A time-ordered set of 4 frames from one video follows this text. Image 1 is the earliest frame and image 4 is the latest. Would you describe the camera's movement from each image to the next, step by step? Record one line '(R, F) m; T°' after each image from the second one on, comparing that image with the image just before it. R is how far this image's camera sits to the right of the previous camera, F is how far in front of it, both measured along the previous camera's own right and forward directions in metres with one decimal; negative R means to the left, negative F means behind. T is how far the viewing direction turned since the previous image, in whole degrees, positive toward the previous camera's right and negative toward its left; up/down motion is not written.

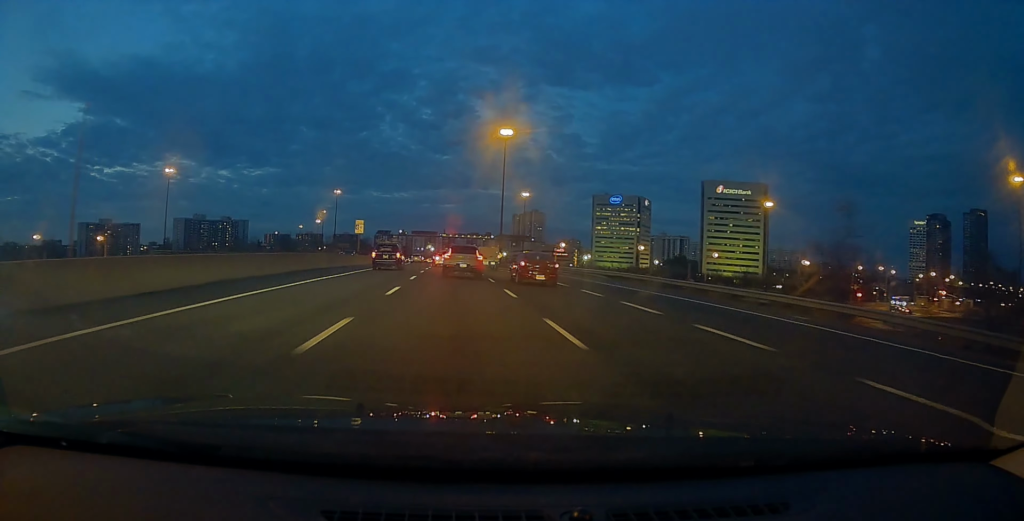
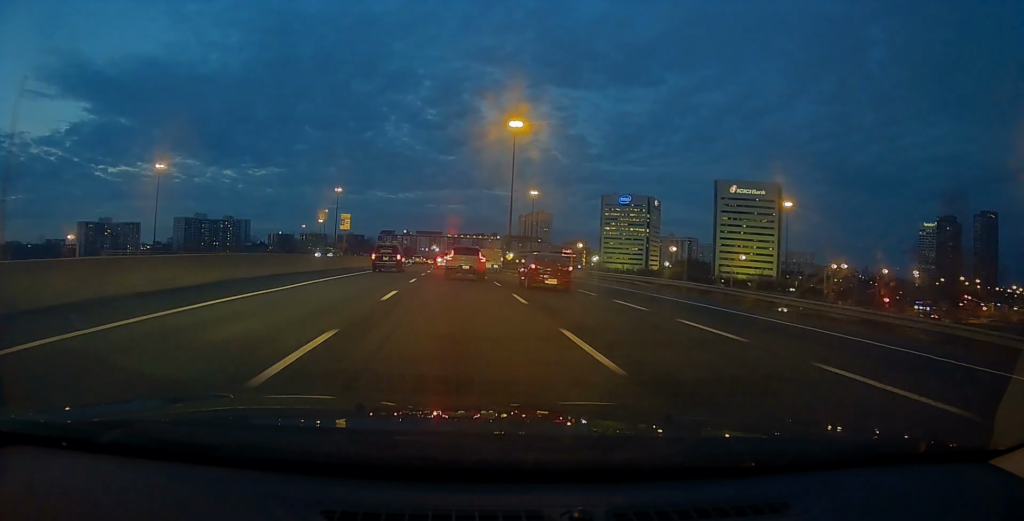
(+0.1, +10.8) m; 0°
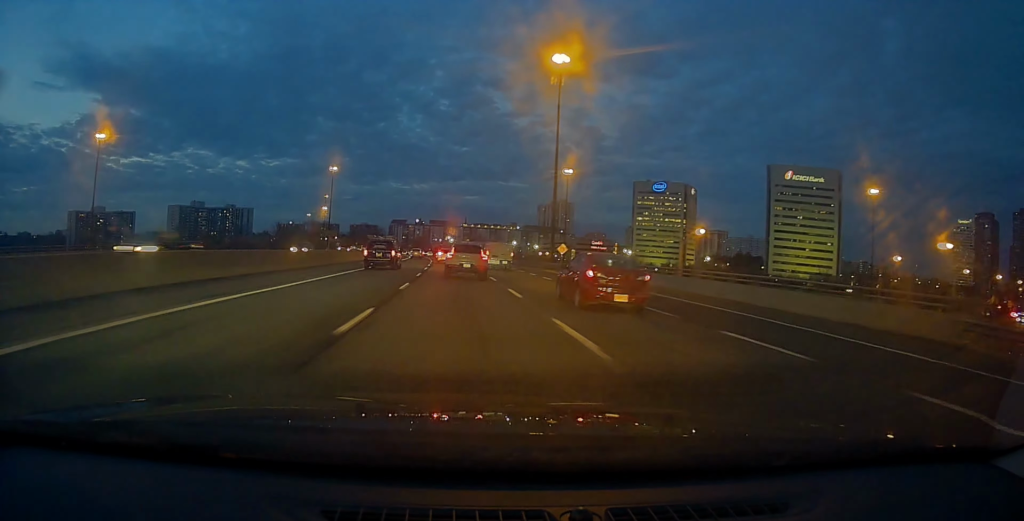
(-1.2, +42.9) m; -2°
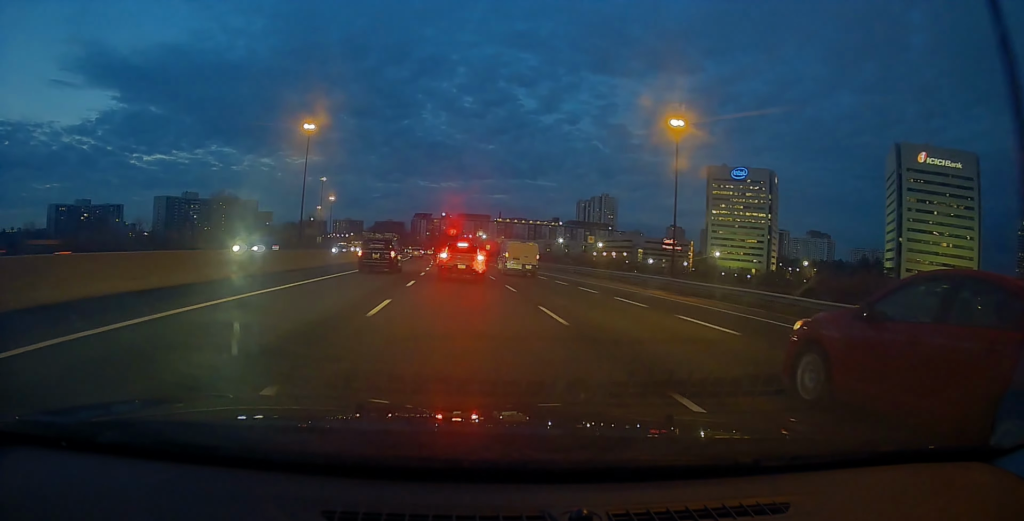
(-2.2, +78.2) m; -4°
